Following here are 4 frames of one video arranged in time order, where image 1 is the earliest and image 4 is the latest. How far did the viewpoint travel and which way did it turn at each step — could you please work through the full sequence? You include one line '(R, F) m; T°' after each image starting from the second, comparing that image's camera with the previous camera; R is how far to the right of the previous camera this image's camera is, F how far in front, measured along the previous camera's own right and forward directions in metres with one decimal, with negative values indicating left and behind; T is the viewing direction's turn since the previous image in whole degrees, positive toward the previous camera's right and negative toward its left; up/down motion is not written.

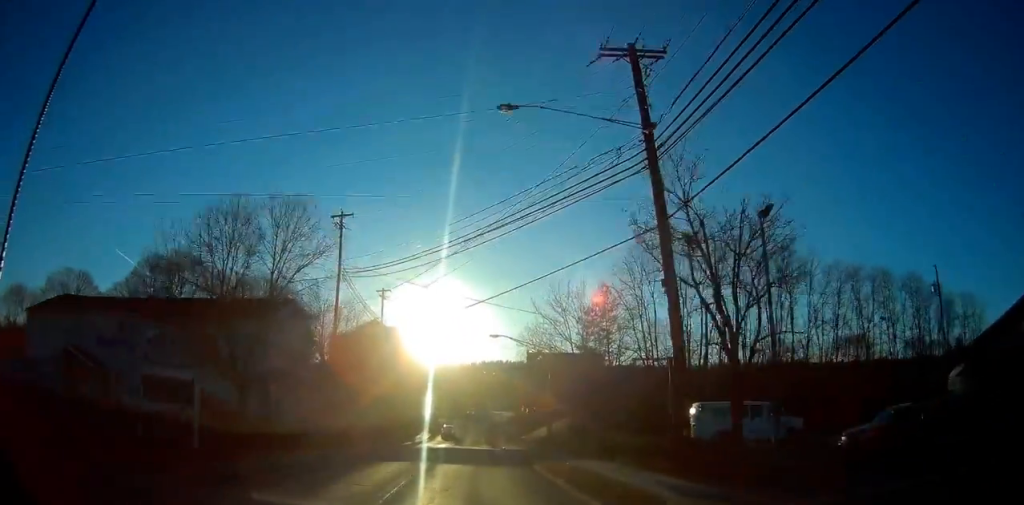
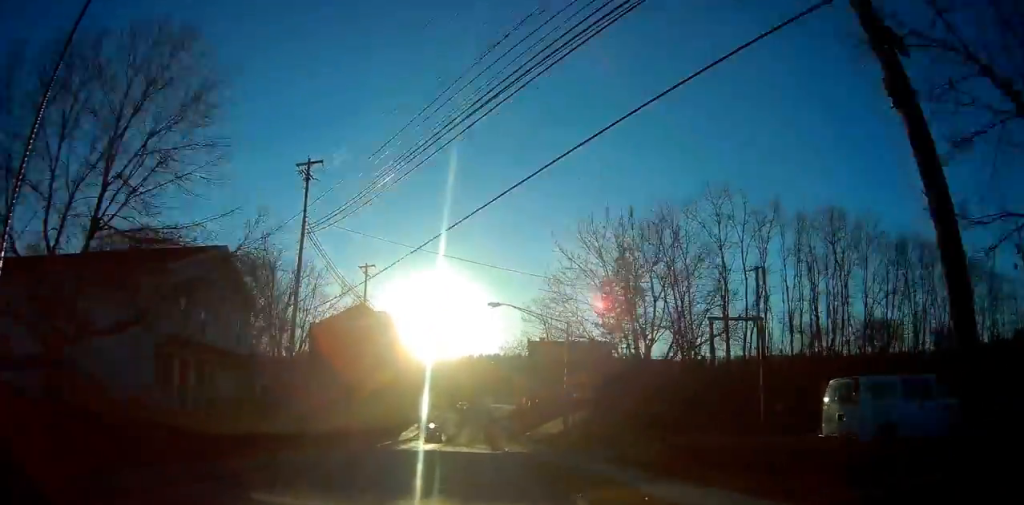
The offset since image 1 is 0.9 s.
(-0.4, +11.5) m; -1°
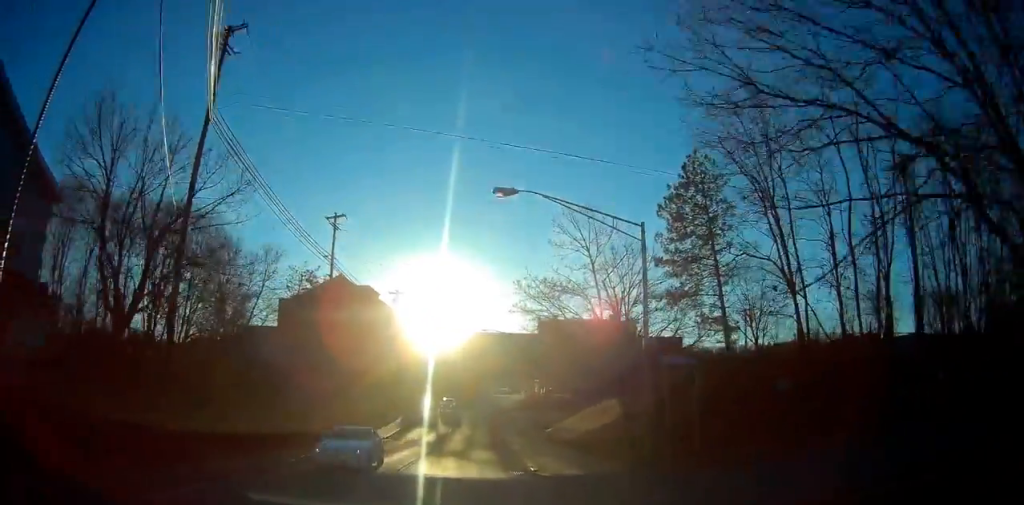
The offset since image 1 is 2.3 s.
(+0.9, +19.1) m; +3°
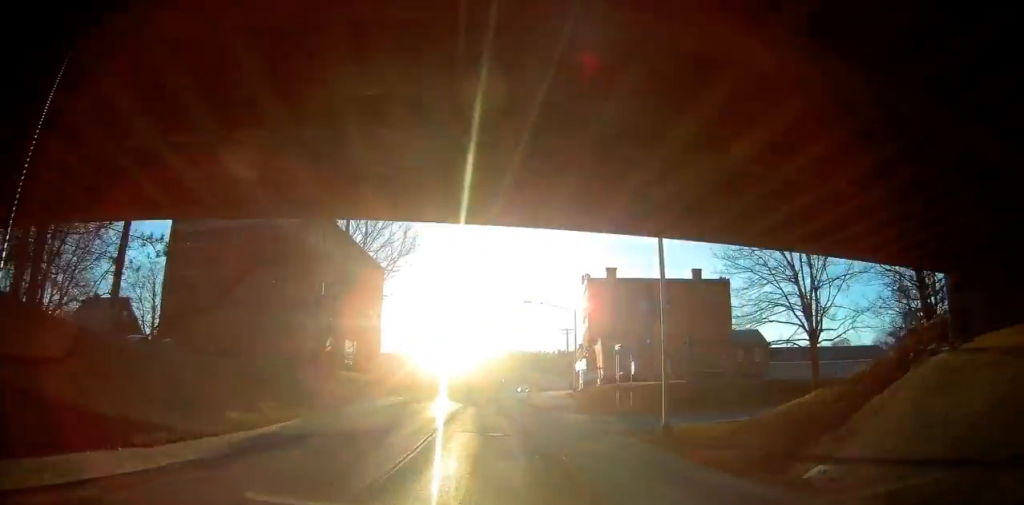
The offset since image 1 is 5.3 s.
(-1.9, +37.1) m; -4°
